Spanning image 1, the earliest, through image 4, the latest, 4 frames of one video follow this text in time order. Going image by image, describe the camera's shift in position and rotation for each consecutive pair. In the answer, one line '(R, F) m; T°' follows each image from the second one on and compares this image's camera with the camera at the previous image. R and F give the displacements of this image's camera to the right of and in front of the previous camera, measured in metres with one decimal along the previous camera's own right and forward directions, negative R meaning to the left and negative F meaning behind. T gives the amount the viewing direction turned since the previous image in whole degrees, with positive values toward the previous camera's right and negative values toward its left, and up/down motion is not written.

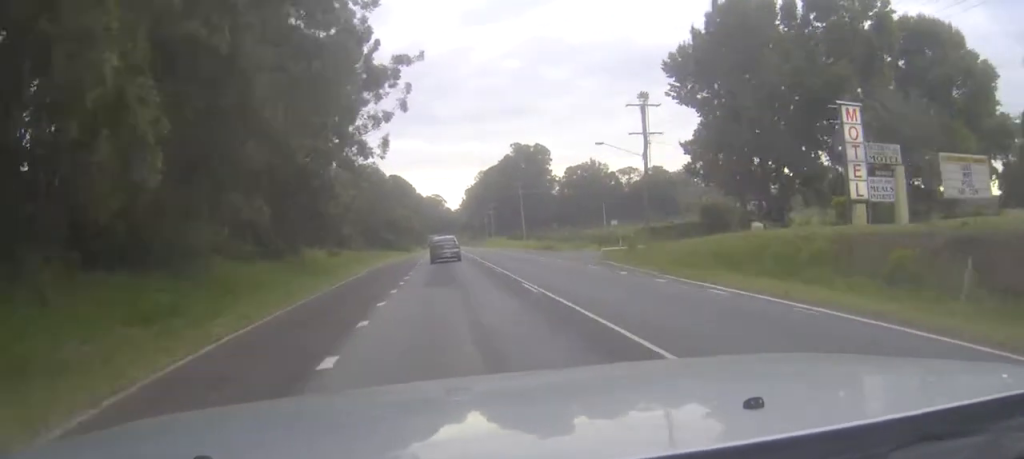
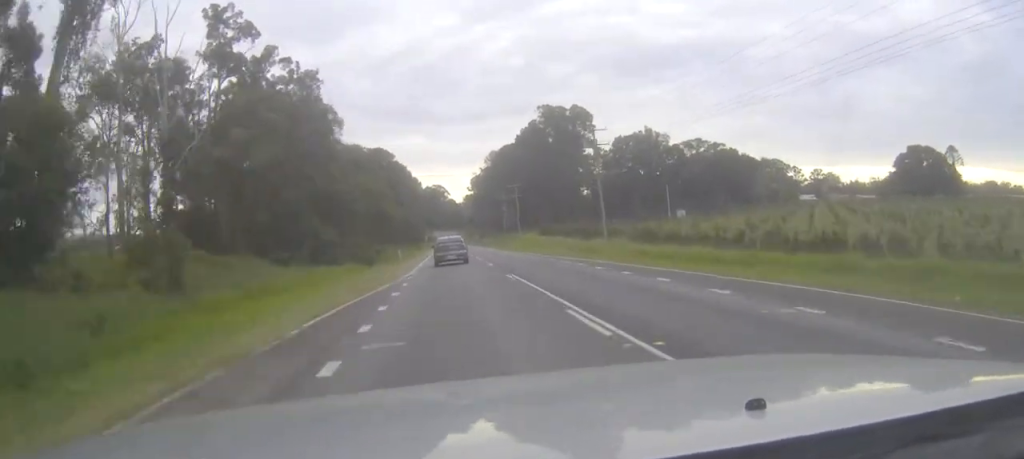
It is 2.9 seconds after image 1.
(-0.2, +65.5) m; 0°
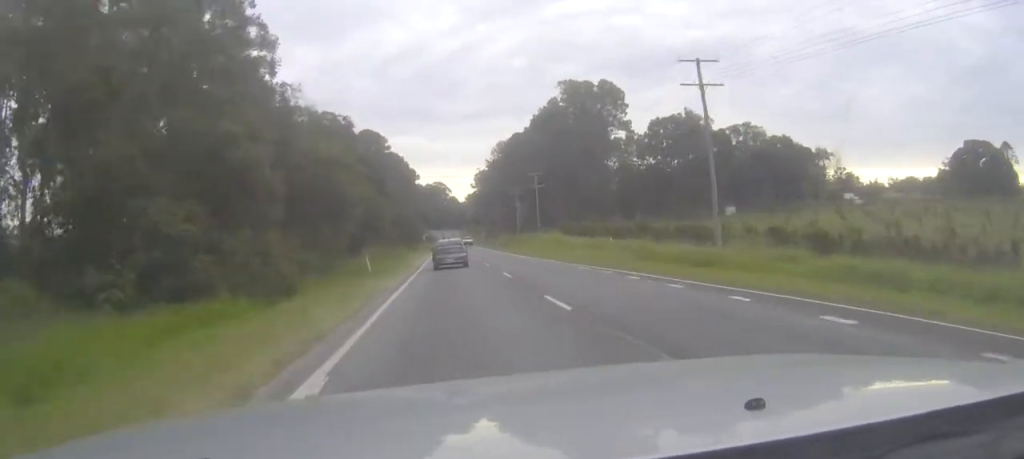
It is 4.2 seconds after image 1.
(+0.1, +29.5) m; 0°
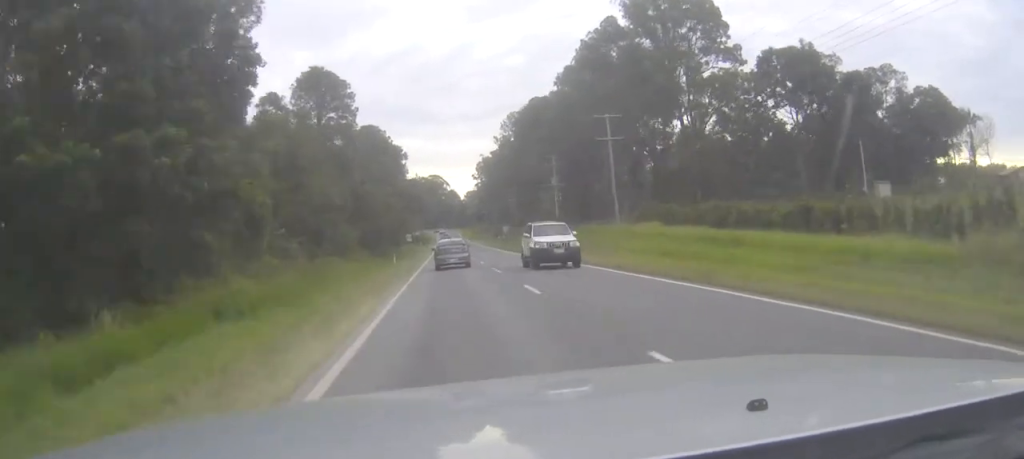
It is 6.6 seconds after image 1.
(-0.1, +55.8) m; 0°
